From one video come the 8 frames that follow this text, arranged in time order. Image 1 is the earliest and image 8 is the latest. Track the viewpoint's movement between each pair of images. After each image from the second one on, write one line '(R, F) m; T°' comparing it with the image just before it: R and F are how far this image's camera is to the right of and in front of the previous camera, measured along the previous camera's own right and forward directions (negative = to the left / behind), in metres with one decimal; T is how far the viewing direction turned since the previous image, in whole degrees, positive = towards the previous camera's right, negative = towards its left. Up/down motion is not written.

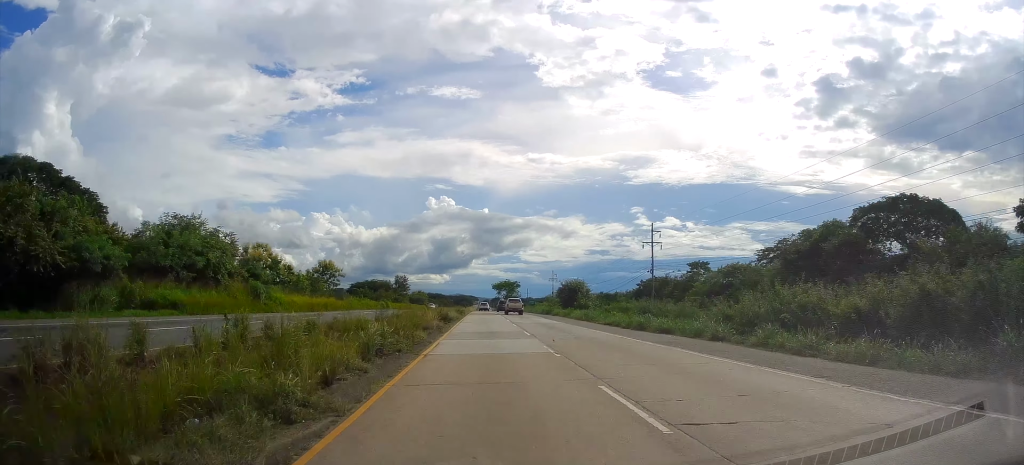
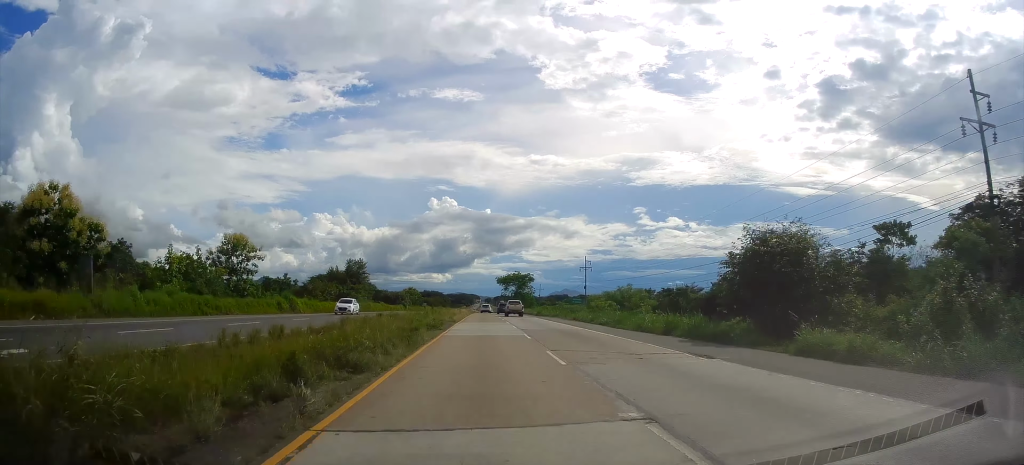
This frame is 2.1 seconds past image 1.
(-0.1, +52.2) m; 0°
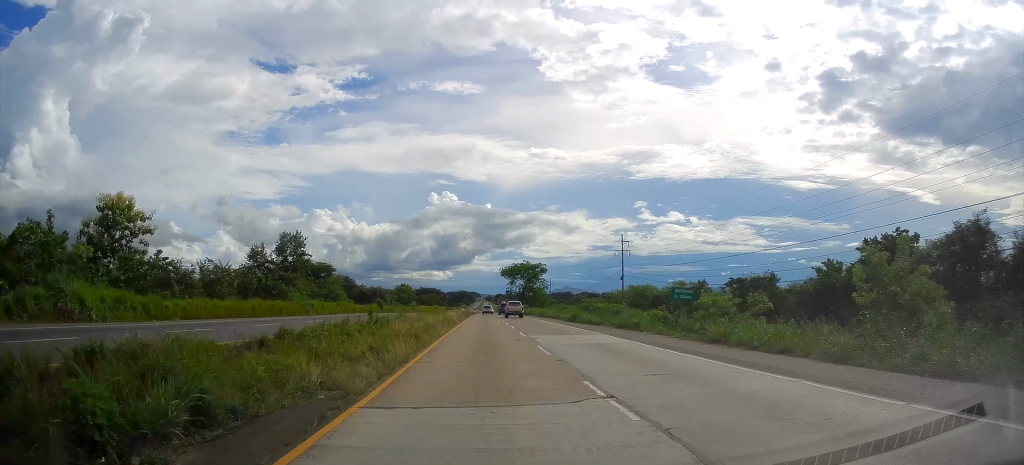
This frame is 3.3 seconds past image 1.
(+0.1, +31.6) m; -1°
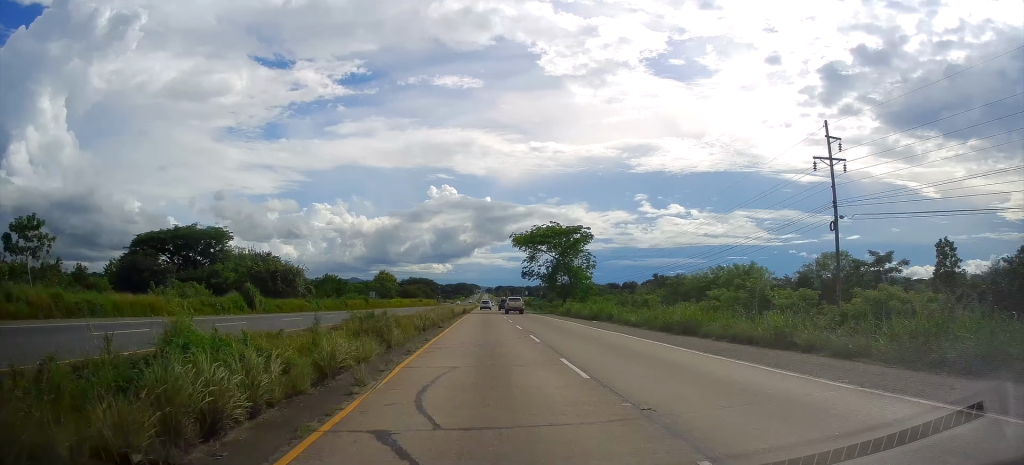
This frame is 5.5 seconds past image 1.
(-0.8, +55.4) m; 0°
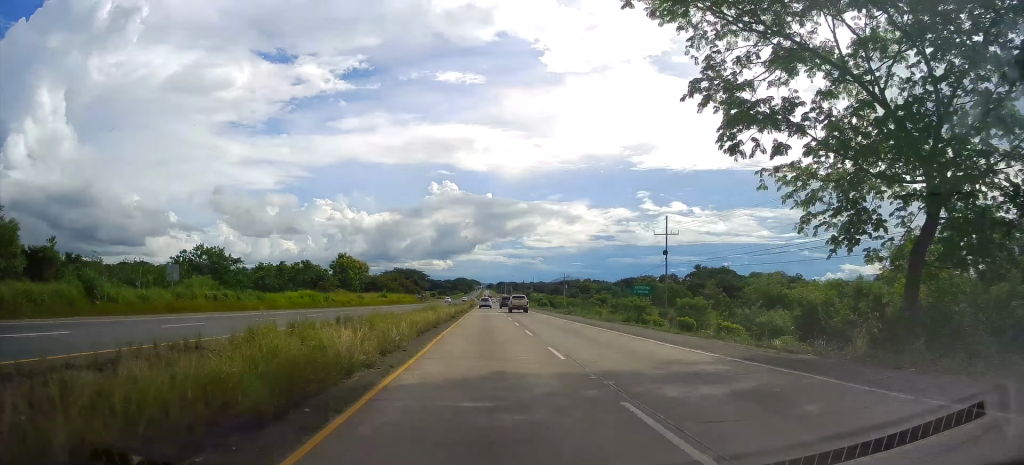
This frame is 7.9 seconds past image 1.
(+1.0, +62.6) m; +1°
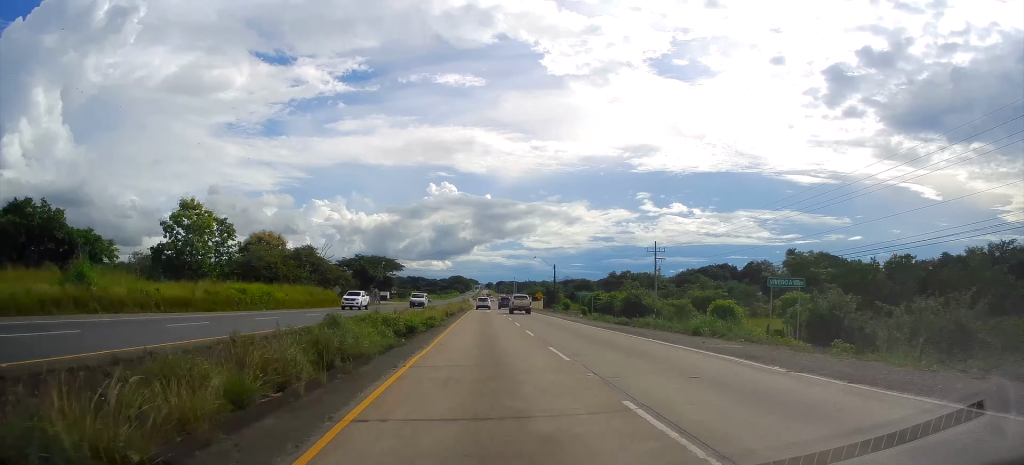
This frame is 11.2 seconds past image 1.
(+0.4, +84.5) m; 0°
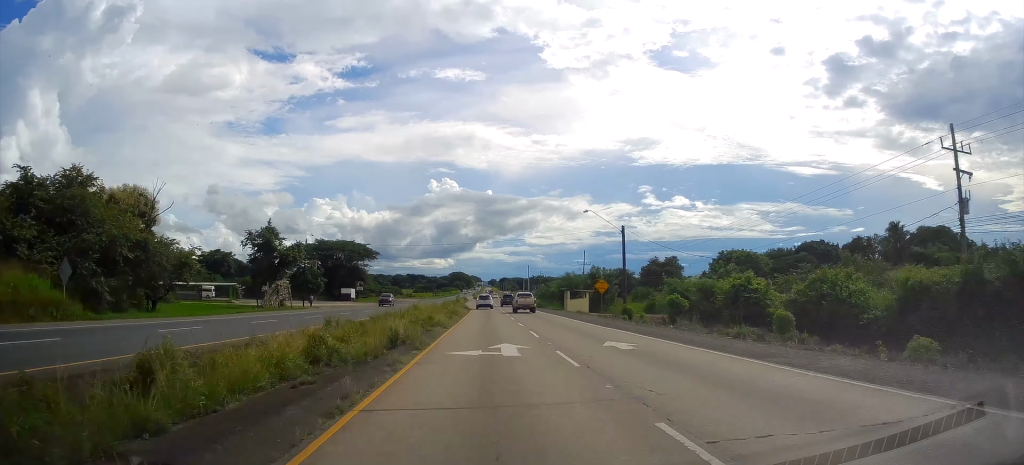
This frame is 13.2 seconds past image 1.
(-0.2, +51.5) m; 0°
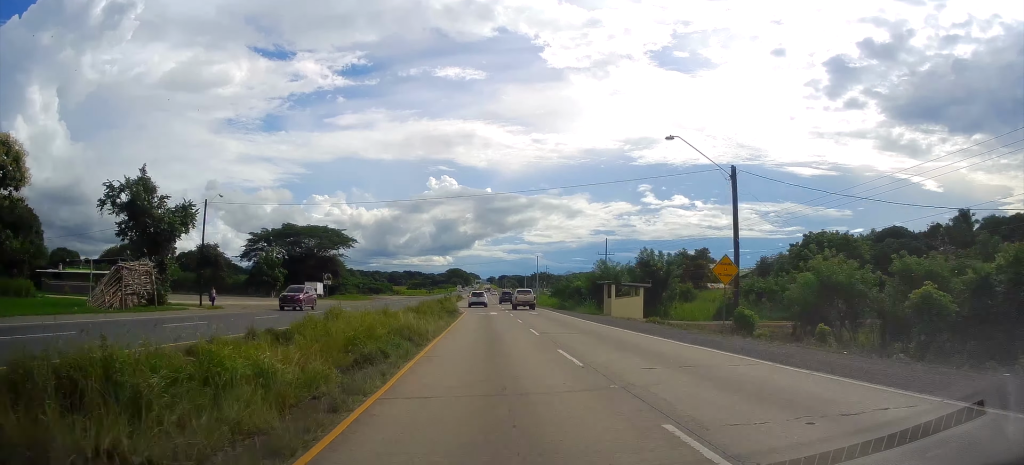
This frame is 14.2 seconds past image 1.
(0.0, +25.5) m; 0°
